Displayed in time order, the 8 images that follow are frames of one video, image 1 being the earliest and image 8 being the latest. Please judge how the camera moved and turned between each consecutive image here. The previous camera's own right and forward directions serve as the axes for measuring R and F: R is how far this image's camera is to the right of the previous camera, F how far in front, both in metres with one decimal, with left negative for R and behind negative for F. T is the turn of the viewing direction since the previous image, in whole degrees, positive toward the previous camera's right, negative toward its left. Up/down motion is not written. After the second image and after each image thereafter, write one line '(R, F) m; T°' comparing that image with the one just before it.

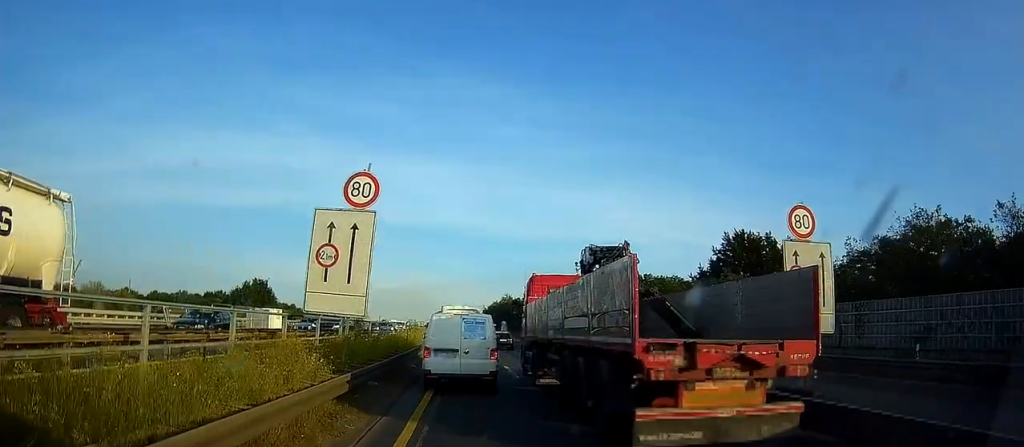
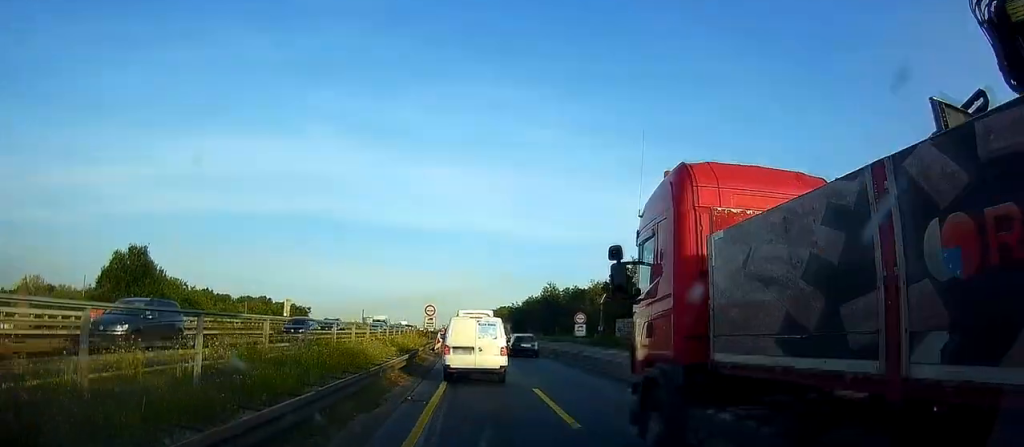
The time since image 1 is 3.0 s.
(-0.3, +45.8) m; 0°
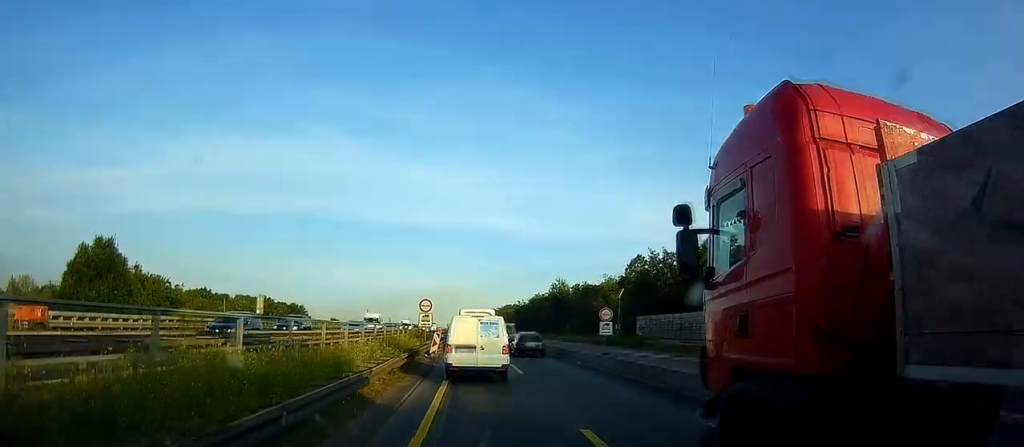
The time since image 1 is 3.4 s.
(0.0, +6.5) m; -1°
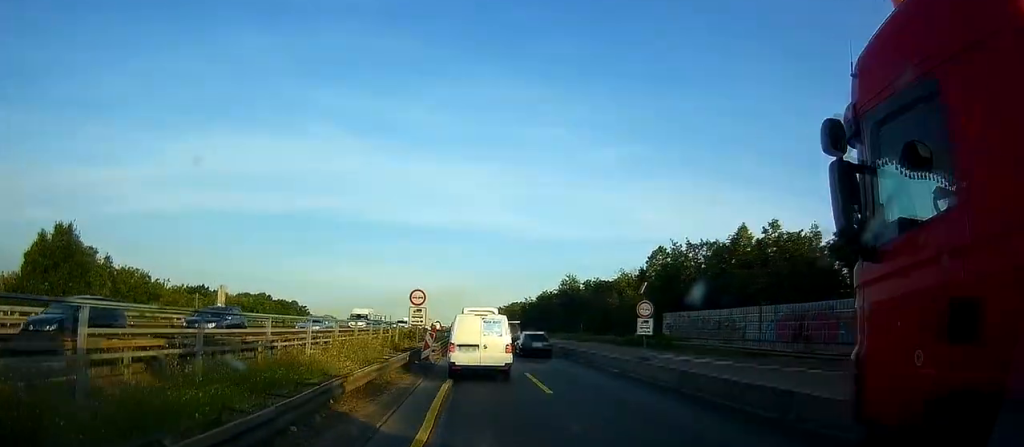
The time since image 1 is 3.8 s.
(+0.1, +6.9) m; -2°
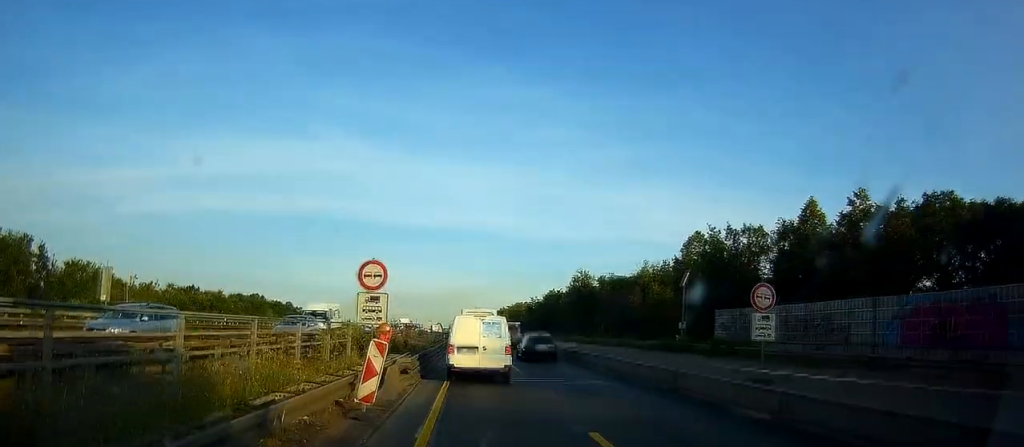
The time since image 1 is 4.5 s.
(-0.3, +11.3) m; -2°
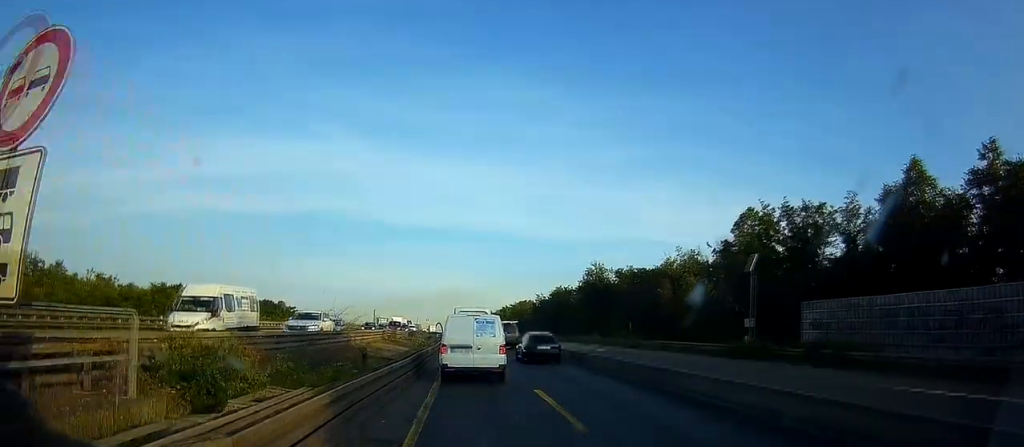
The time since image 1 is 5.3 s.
(-0.6, +11.8) m; 0°
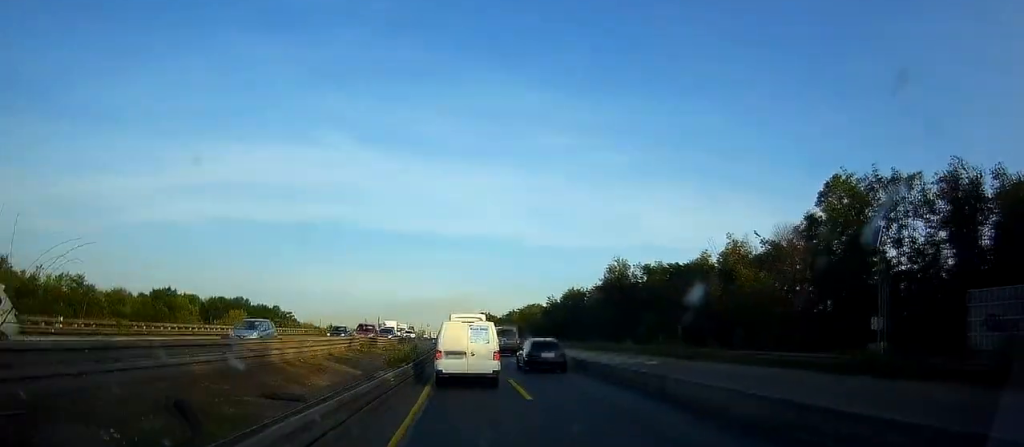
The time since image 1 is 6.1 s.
(+0.9, +12.6) m; +2°
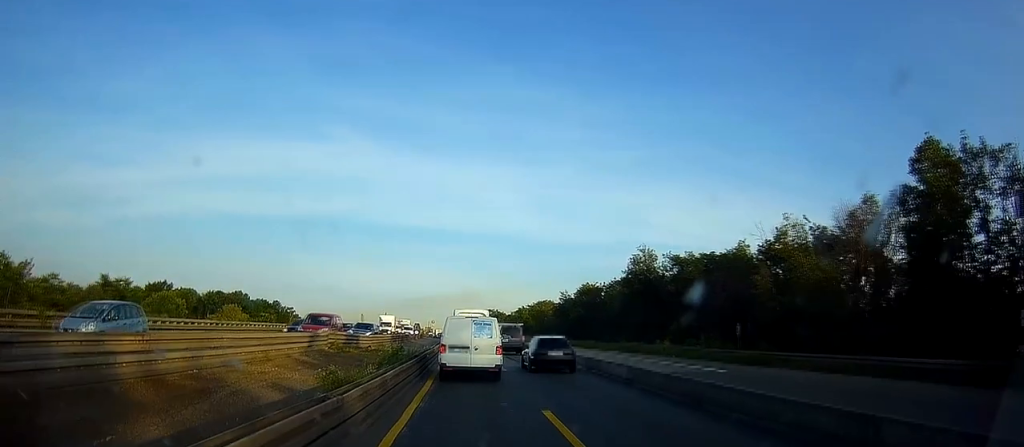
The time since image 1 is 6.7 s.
(-0.2, +8.9) m; -1°
